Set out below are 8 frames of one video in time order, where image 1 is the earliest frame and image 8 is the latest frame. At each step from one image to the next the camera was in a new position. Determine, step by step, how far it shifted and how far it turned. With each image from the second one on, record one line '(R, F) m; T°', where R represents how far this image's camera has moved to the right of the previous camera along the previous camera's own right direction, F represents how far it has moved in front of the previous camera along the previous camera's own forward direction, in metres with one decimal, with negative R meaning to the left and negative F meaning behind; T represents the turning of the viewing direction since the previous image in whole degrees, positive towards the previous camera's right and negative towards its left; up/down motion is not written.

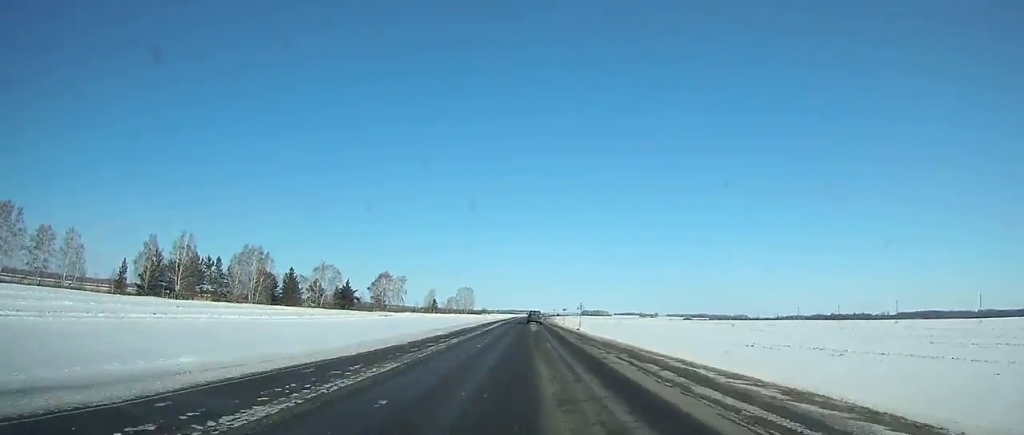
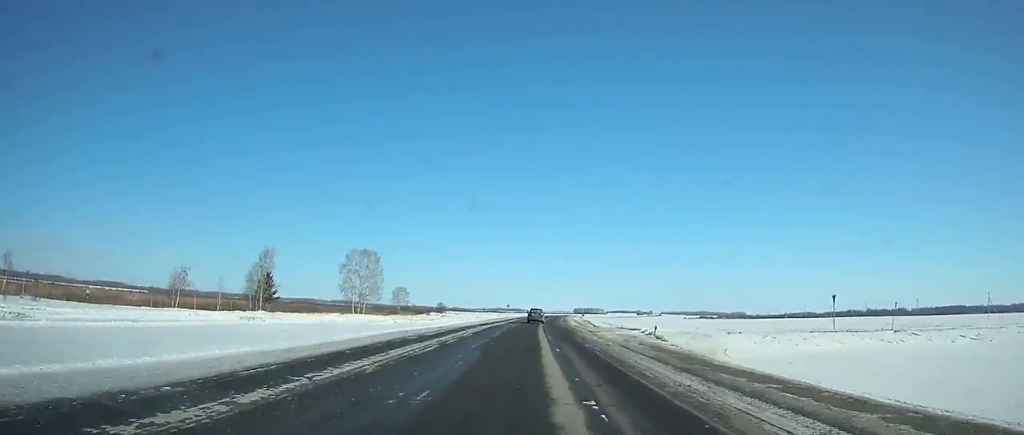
(+0.9, +164.6) m; +1°
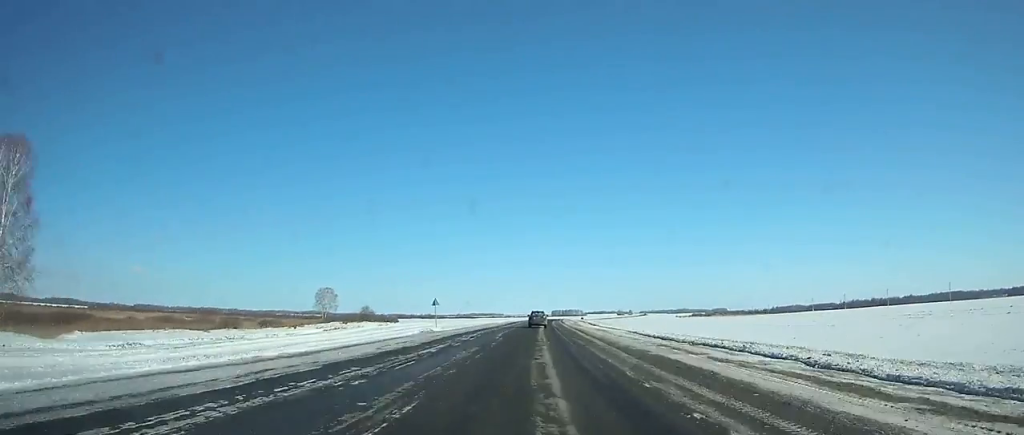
(+1.4, +87.5) m; +2°
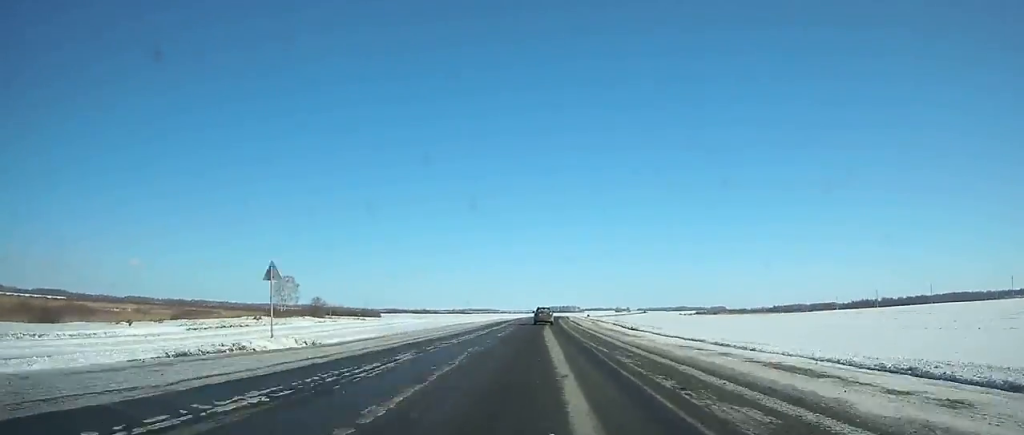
(+0.5, +37.7) m; +1°
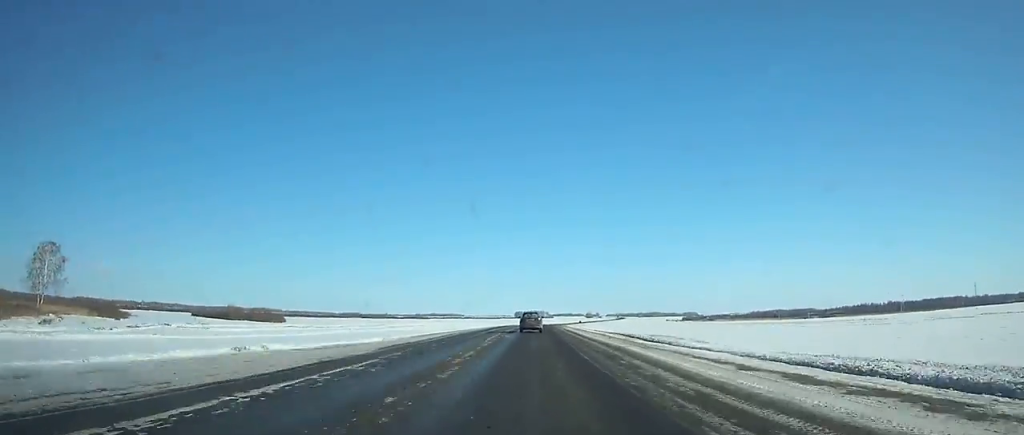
(+1.9, +98.9) m; +3°
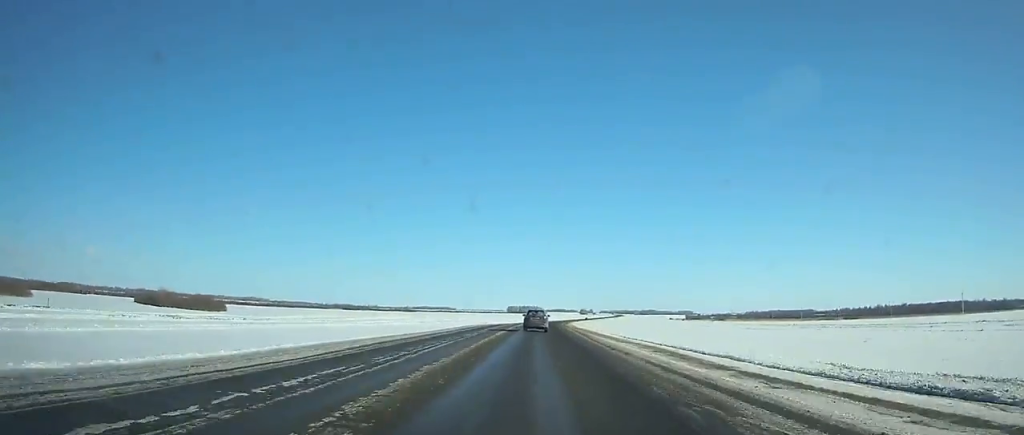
(+0.6, +48.9) m; +1°
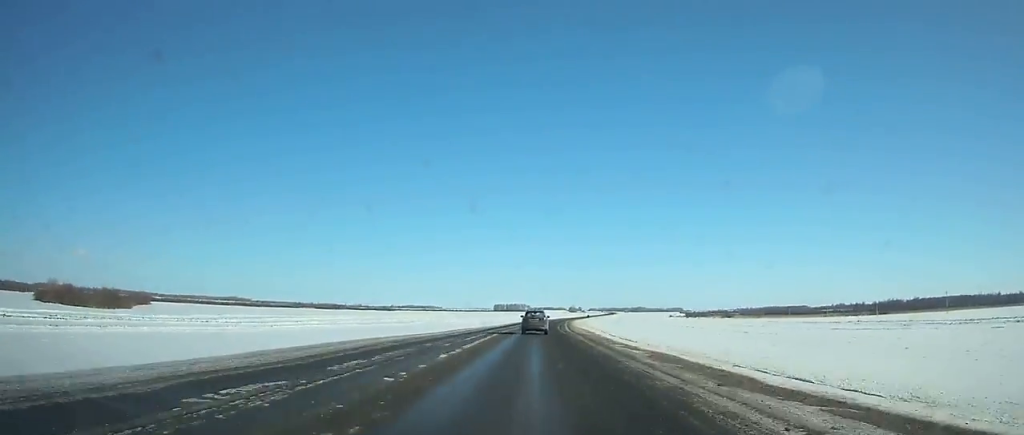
(+0.7, +50.8) m; +2°
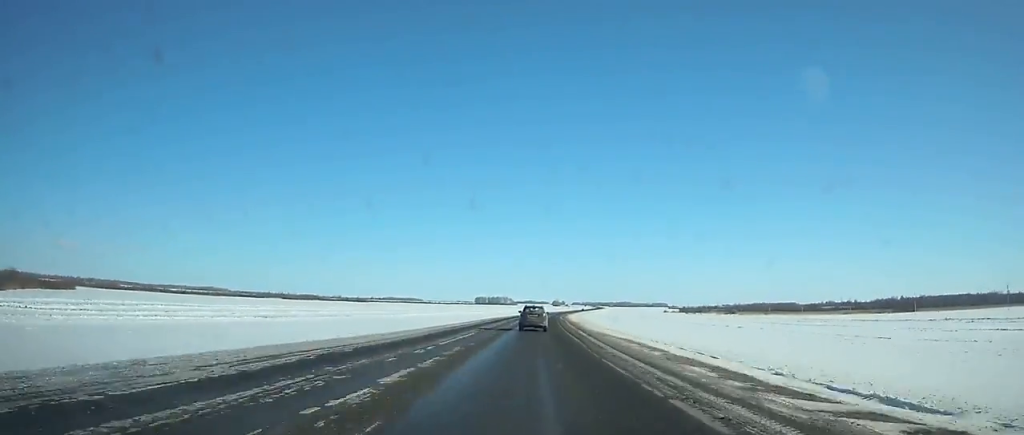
(+0.5, +45.9) m; +2°
